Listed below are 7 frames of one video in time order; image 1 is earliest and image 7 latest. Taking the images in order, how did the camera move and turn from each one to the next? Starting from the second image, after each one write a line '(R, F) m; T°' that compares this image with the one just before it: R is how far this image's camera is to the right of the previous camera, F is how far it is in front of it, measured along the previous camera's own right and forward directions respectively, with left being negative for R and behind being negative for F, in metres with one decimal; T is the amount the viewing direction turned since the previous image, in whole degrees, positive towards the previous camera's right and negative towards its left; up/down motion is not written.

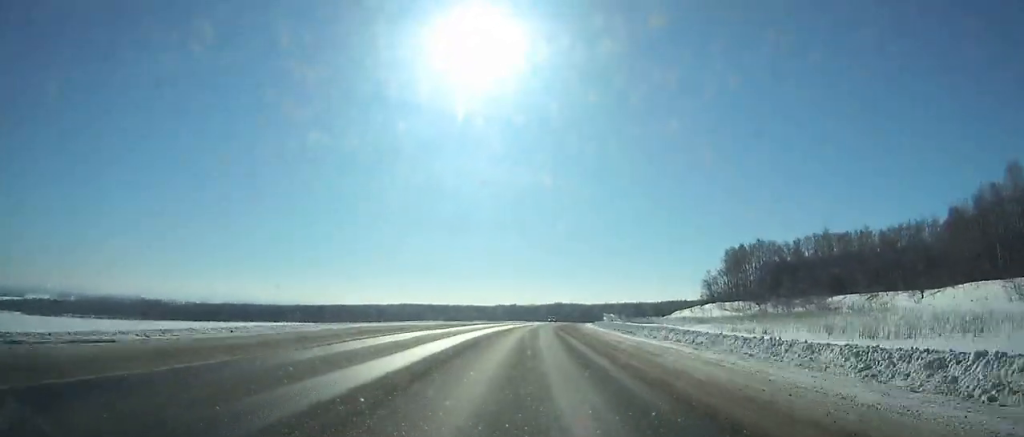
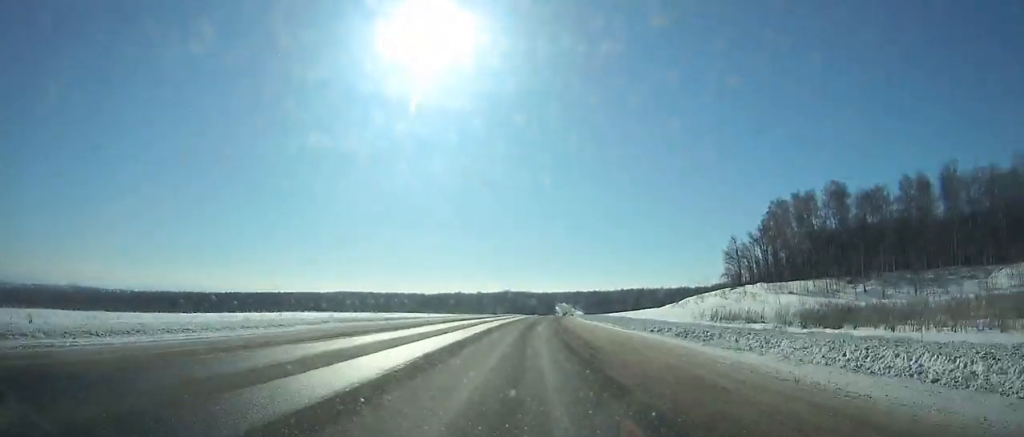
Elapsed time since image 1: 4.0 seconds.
(+3.9, +92.7) m; +5°
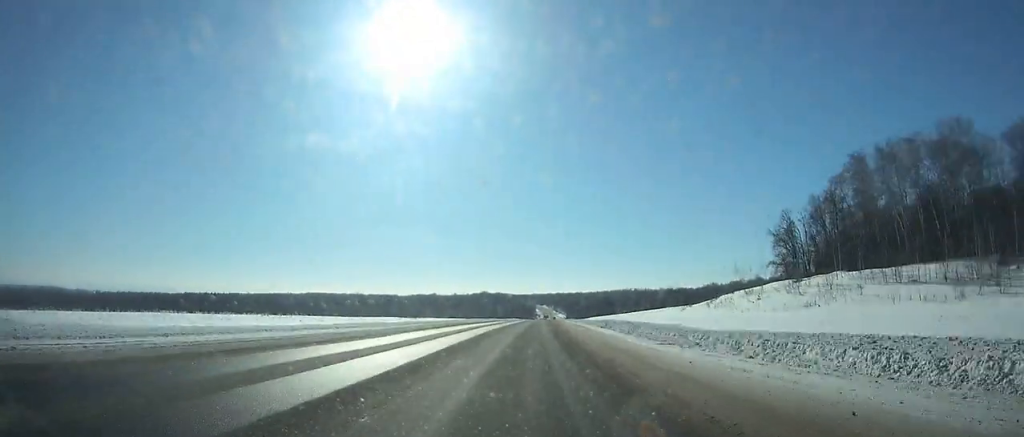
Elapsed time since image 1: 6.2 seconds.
(+1.3, +51.5) m; +2°
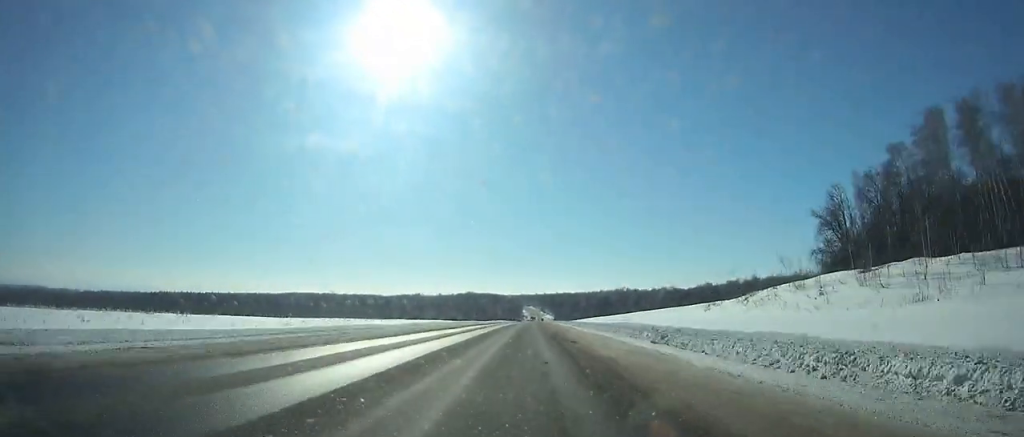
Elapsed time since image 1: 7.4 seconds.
(+0.2, +28.1) m; +1°
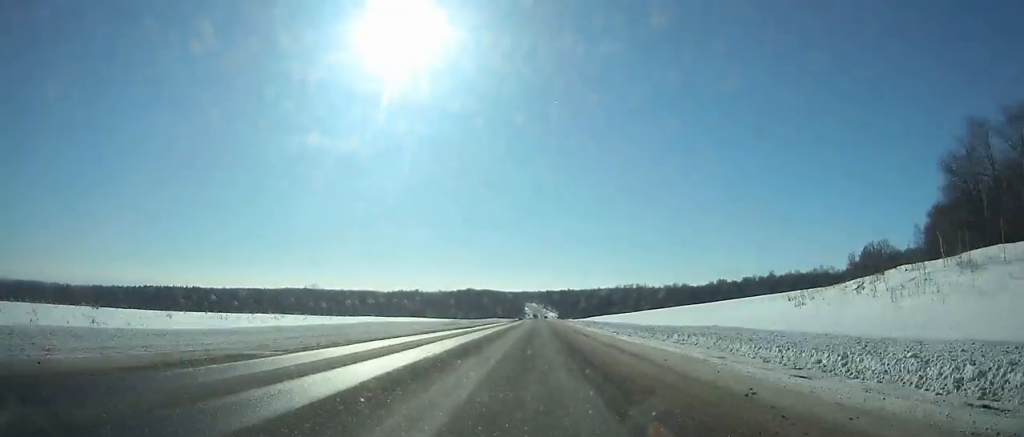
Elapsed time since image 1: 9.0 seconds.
(+0.4, +37.5) m; +1°
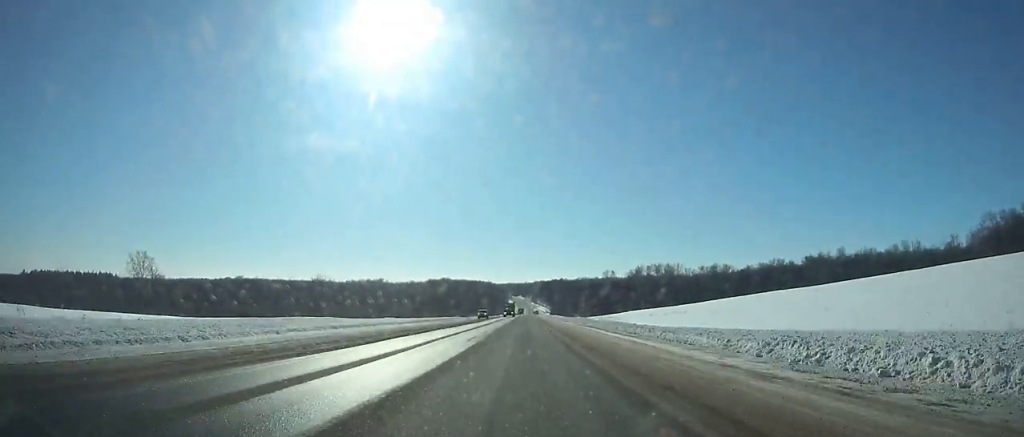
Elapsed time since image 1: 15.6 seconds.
(+1.9, +153.9) m; +1°
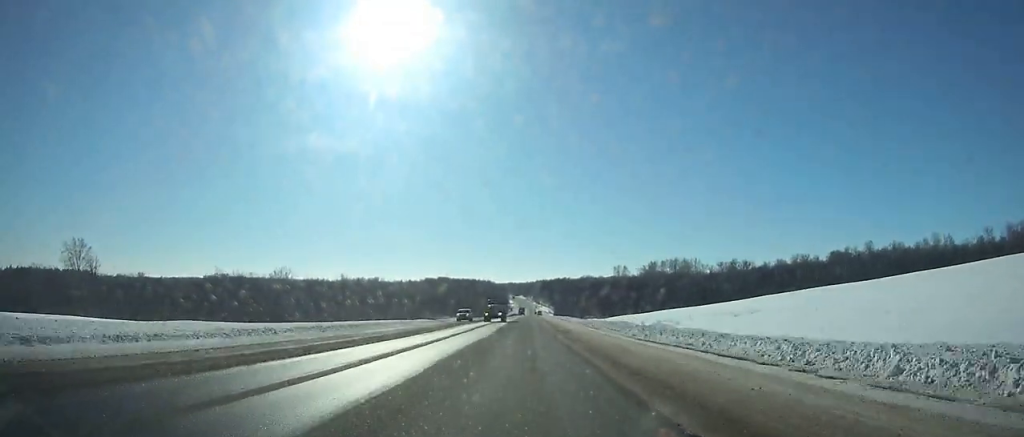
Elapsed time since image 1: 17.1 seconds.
(0.0, +34.9) m; 0°
